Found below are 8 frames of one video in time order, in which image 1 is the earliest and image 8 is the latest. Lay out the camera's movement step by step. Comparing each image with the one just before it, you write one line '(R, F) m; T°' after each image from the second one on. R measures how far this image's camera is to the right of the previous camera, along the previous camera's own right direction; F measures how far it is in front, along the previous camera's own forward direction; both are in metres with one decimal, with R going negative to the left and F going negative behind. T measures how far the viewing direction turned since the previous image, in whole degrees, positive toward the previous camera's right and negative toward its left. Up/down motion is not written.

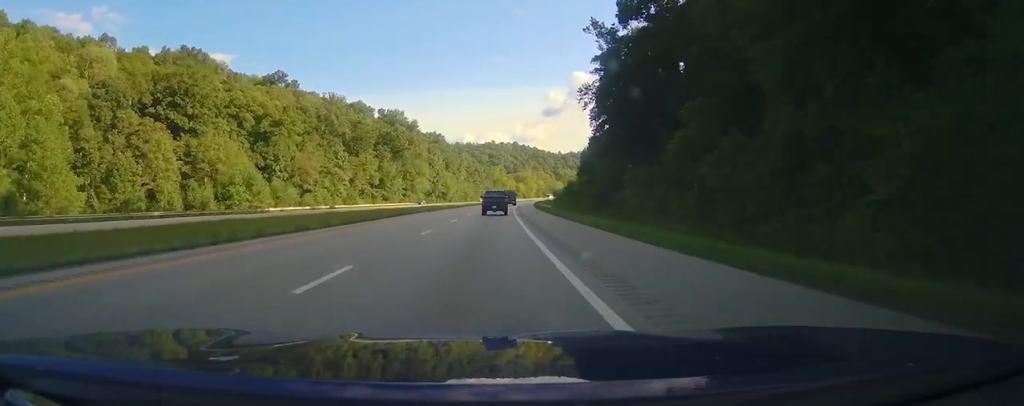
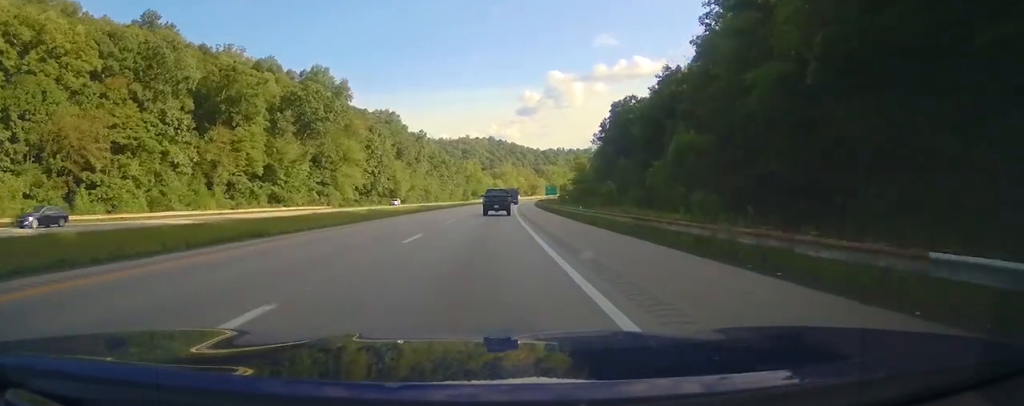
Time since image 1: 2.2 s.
(+3.7, +77.4) m; +6°
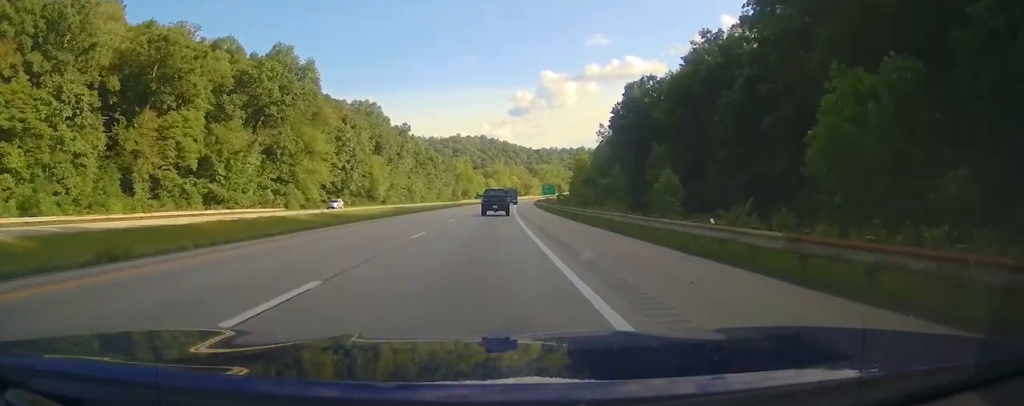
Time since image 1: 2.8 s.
(+0.5, +22.5) m; +2°
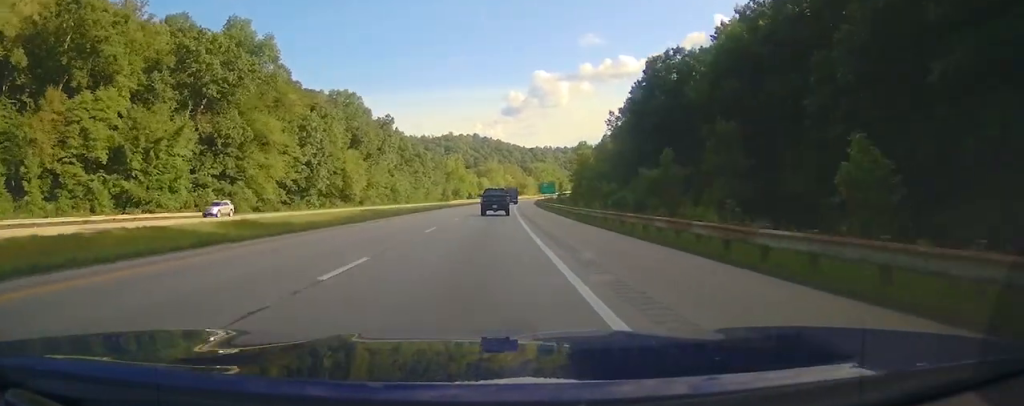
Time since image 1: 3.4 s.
(+0.6, +21.3) m; +2°
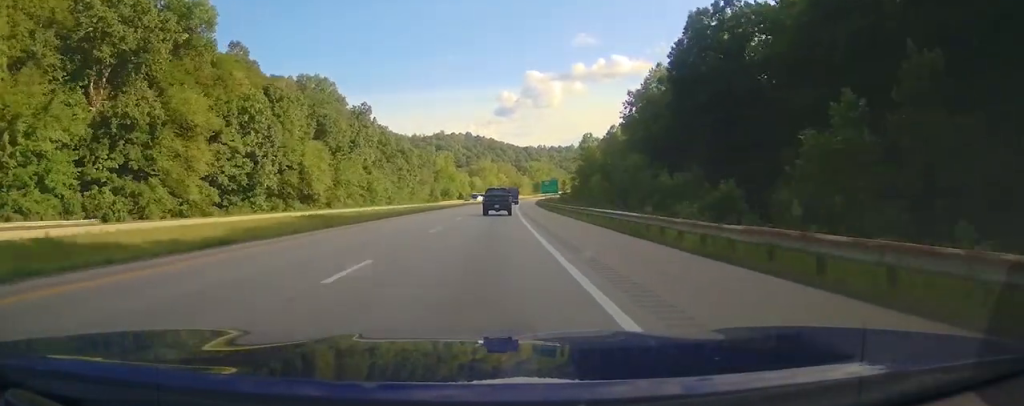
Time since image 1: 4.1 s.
(0.0, +24.7) m; 0°
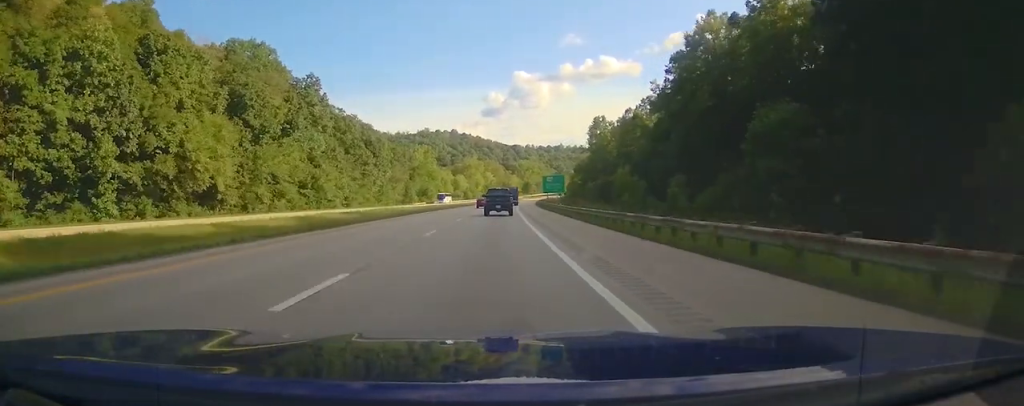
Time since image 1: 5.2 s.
(0.0, +38.6) m; 0°
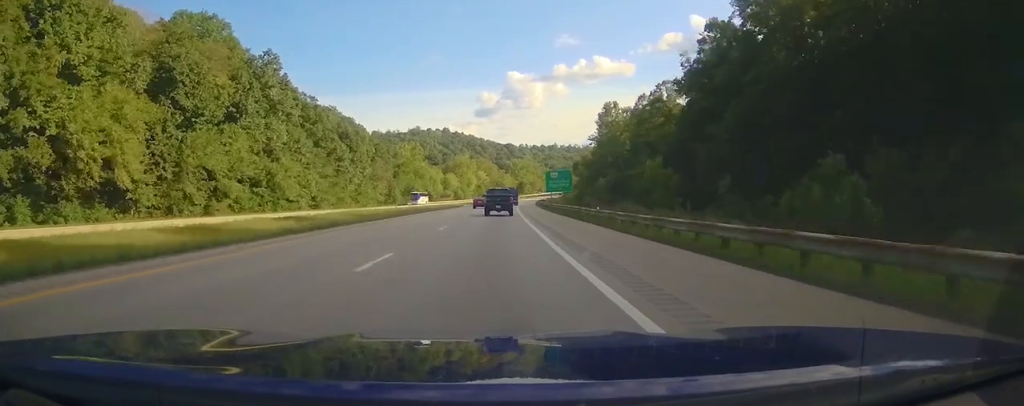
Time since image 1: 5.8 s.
(0.0, +21.0) m; 0°
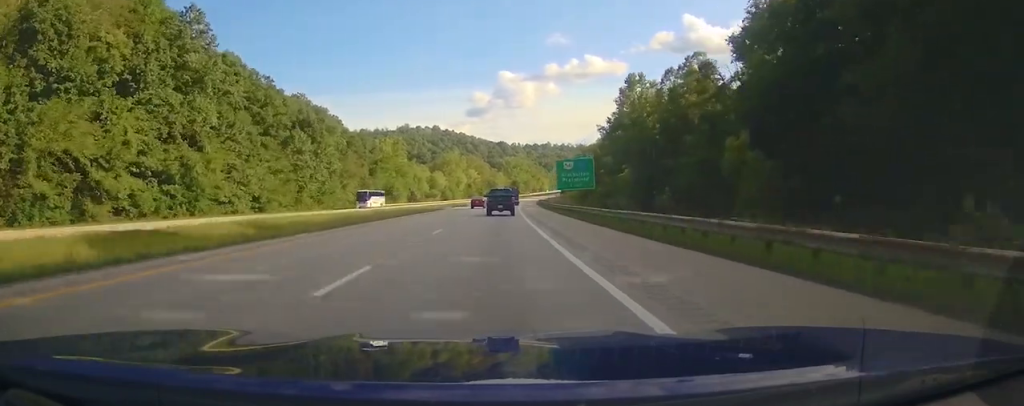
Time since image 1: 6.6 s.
(0.0, +26.9) m; 0°
